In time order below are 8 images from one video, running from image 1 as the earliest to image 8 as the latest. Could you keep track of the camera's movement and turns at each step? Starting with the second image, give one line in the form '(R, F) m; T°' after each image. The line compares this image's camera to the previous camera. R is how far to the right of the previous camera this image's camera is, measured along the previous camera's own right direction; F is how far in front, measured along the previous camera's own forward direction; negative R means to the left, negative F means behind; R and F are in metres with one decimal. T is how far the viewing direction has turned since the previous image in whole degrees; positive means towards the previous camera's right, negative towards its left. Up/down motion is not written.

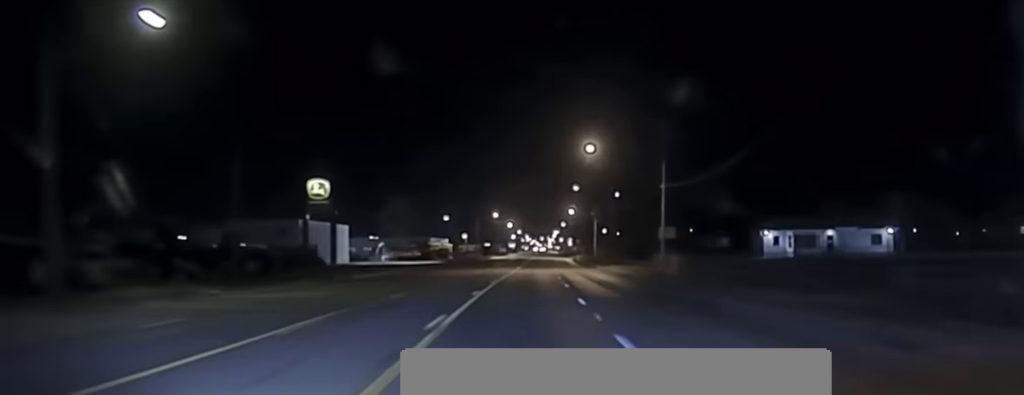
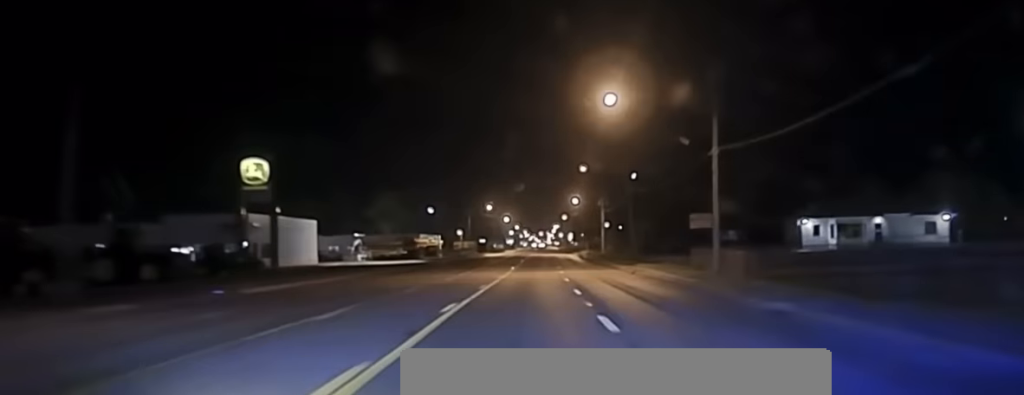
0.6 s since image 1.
(0.0, +20.5) m; 0°
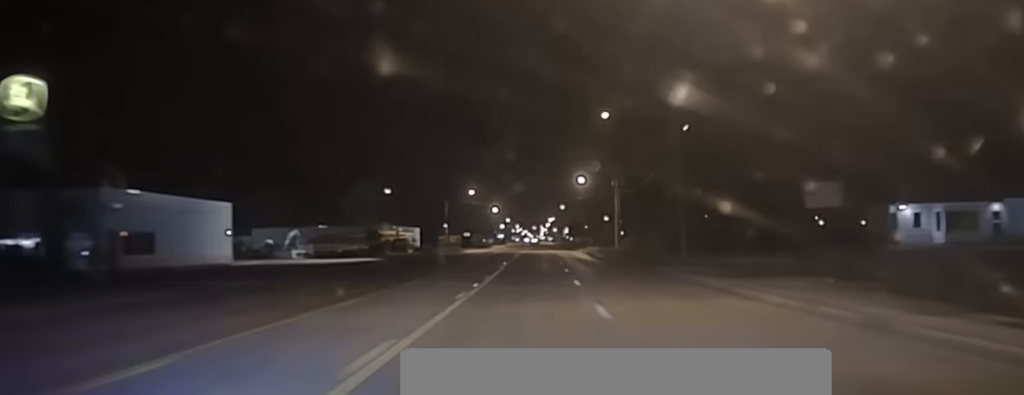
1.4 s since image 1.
(+0.2, +31.7) m; 0°
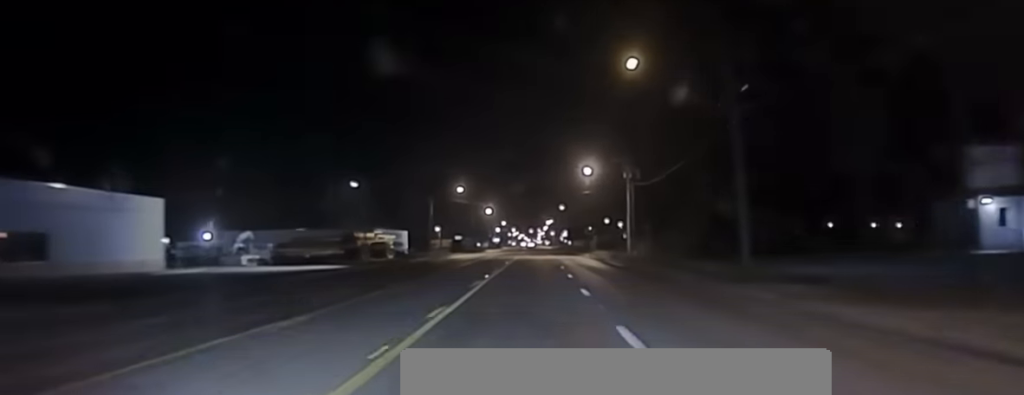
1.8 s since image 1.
(+0.1, +16.8) m; 0°
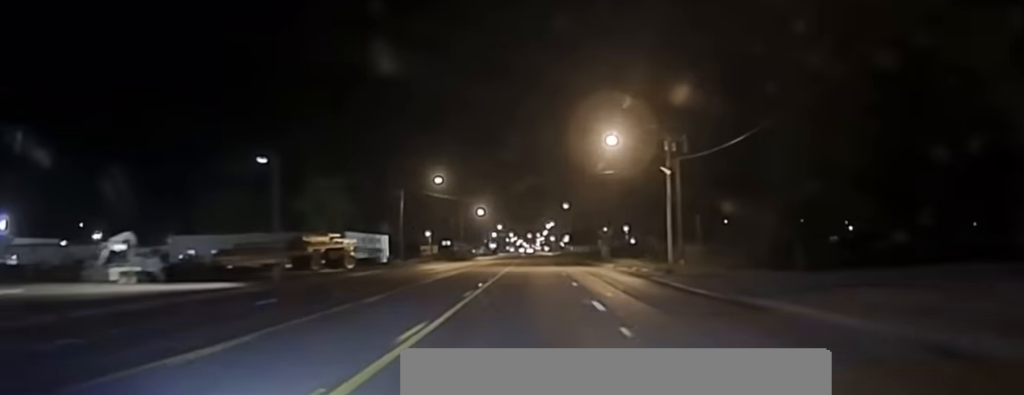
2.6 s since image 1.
(-0.3, +28.2) m; 0°
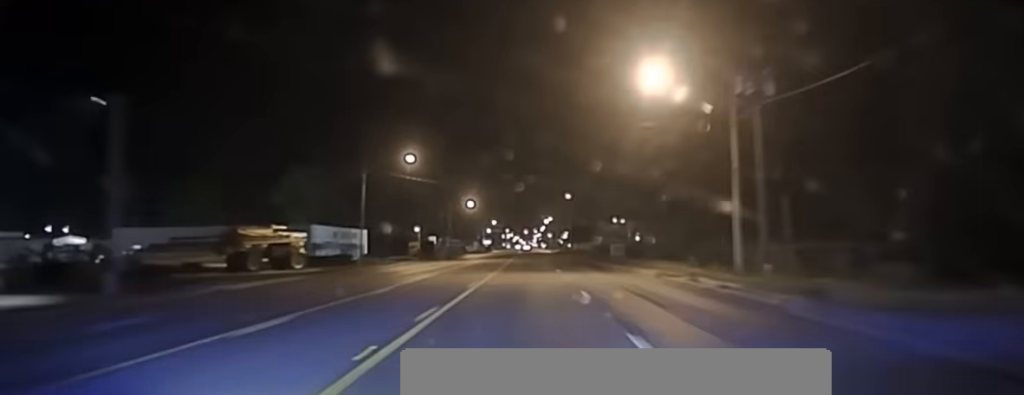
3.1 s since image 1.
(0.0, +20.3) m; 0°
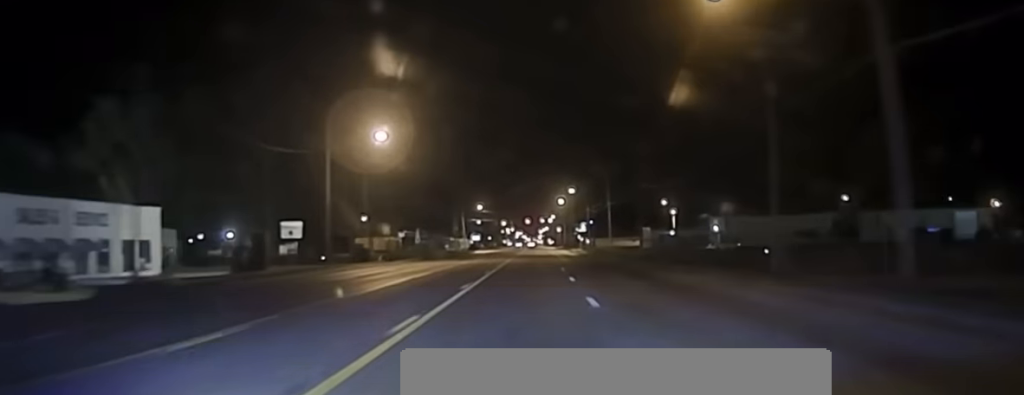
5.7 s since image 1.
(+0.2, +98.3) m; 0°
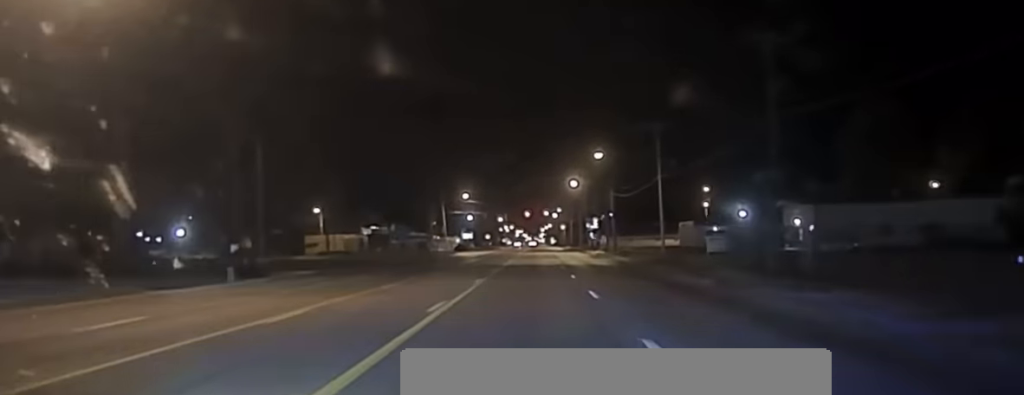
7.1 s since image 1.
(-0.5, +44.6) m; -1°
